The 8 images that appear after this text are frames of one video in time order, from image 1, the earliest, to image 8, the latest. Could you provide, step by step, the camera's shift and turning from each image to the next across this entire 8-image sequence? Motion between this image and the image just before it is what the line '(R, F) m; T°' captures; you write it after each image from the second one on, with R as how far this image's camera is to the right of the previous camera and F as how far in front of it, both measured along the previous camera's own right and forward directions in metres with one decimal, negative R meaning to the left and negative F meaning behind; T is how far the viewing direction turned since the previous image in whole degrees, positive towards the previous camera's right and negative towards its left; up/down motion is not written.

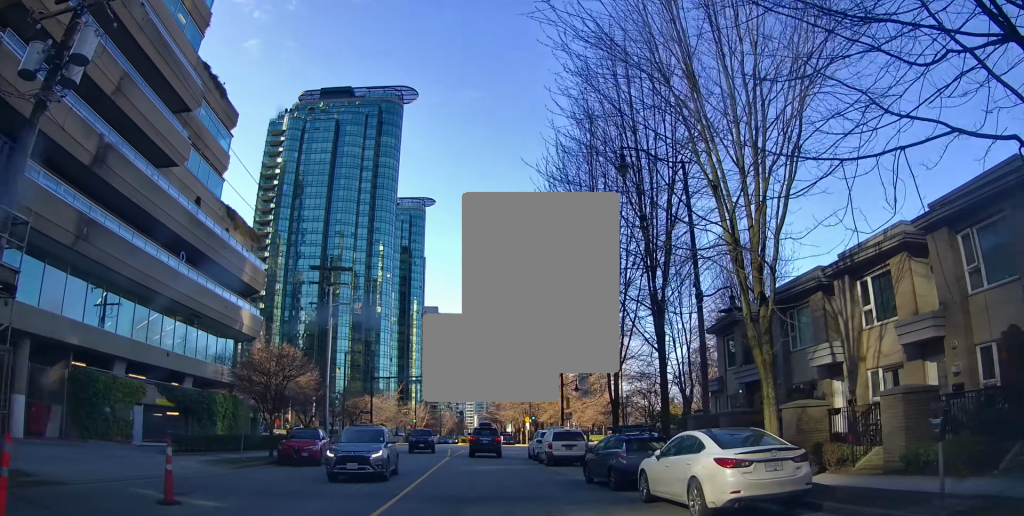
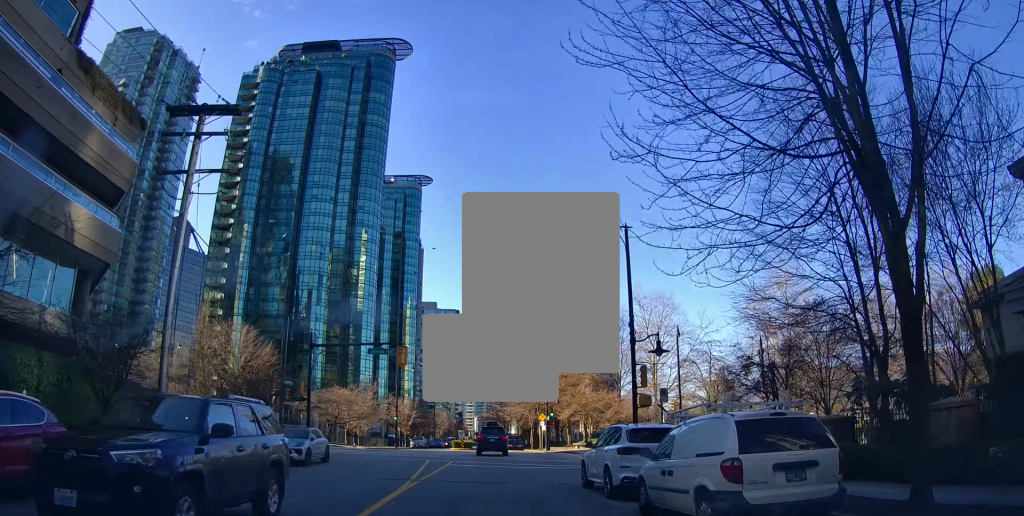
(+1.4, +19.9) m; -3°
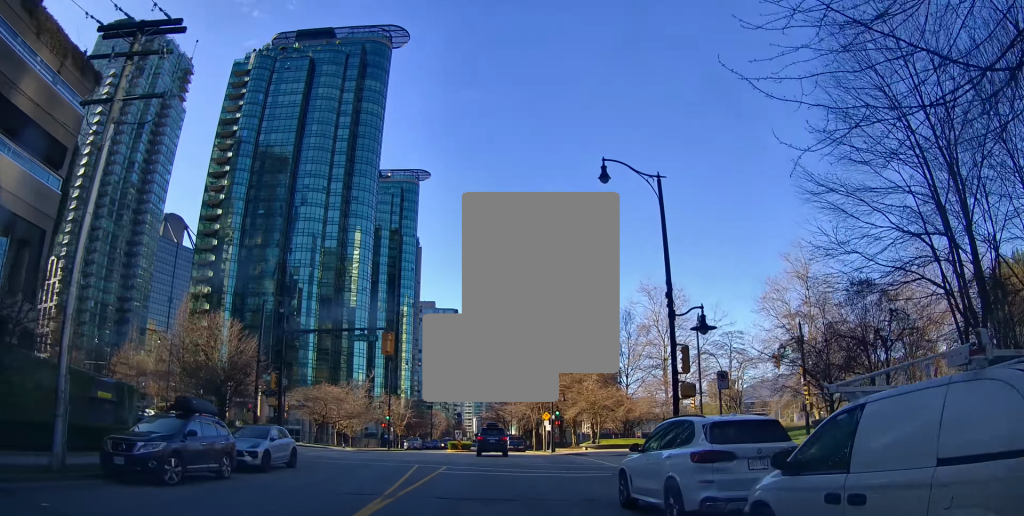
(0.0, +4.9) m; -1°
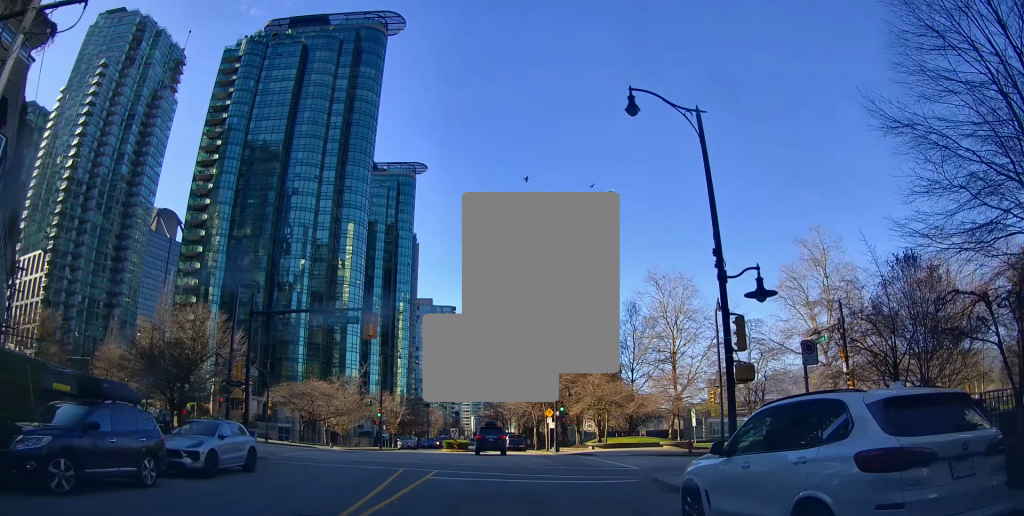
(0.0, +4.2) m; -1°
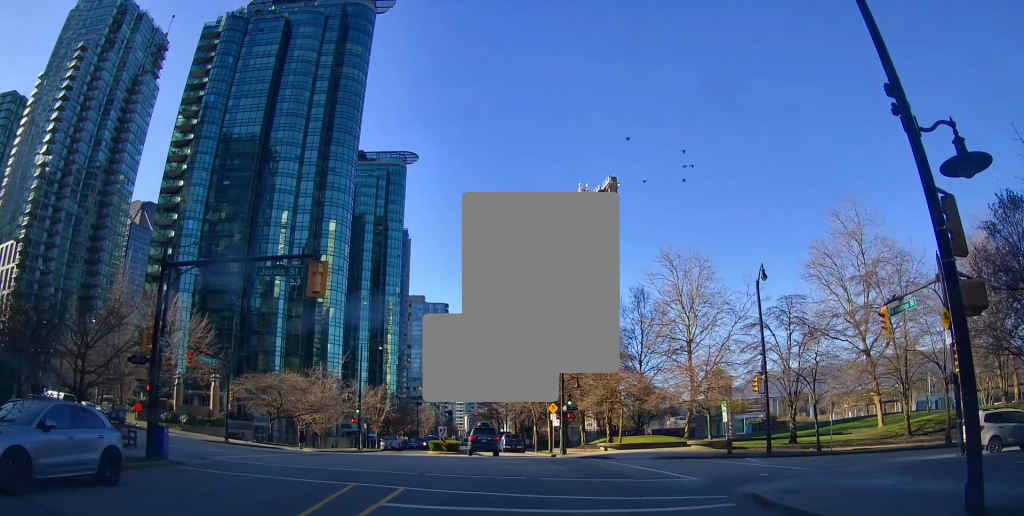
(-0.1, +7.4) m; -1°
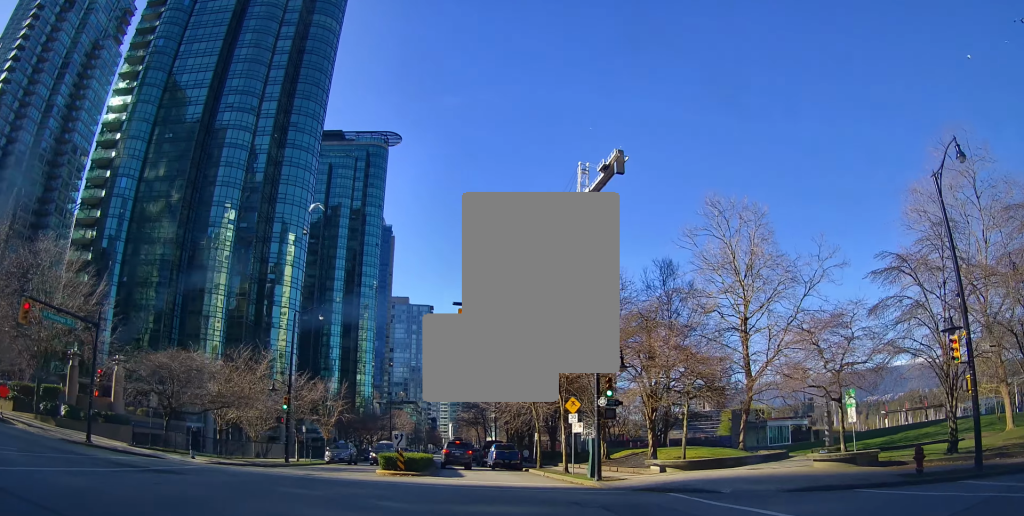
(-0.4, +15.4) m; -8°
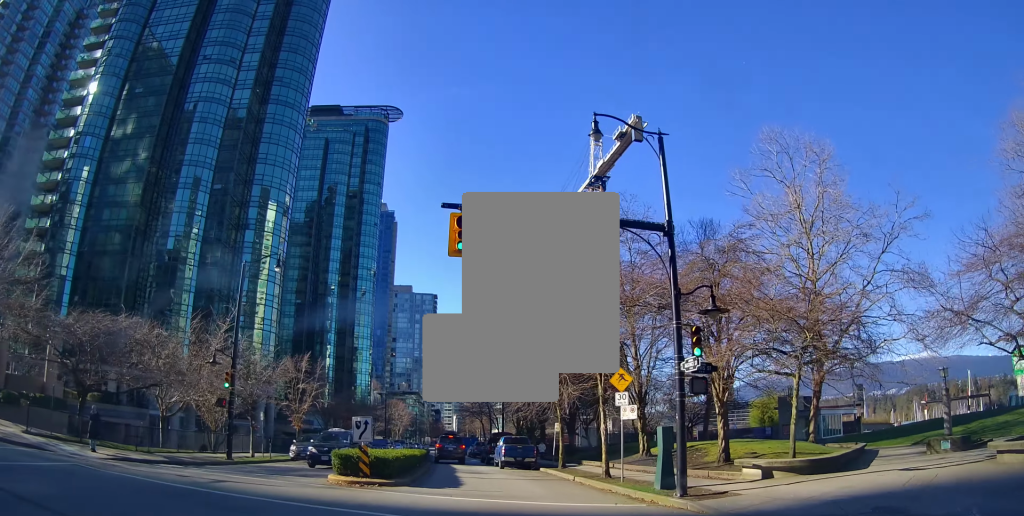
(-0.9, +8.4) m; -7°
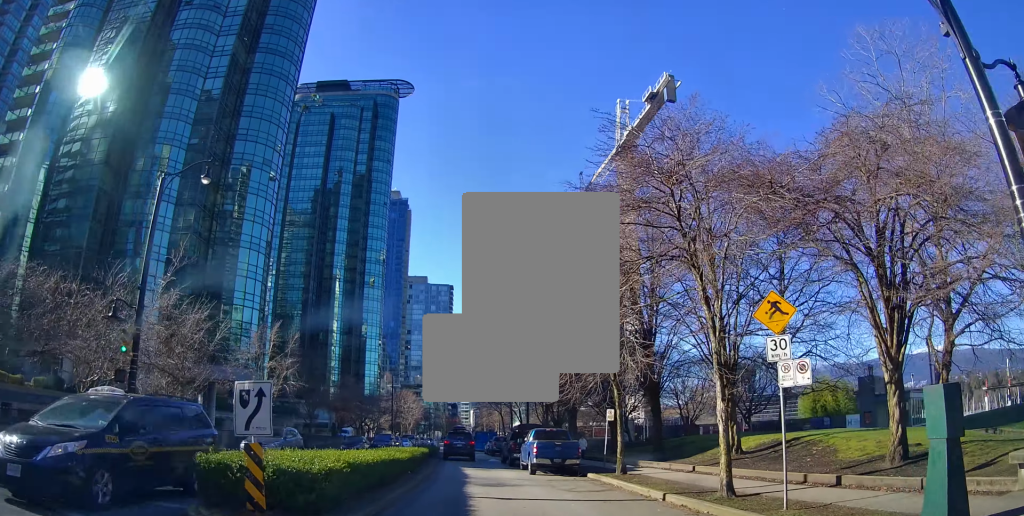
(-0.1, +8.6) m; +3°
